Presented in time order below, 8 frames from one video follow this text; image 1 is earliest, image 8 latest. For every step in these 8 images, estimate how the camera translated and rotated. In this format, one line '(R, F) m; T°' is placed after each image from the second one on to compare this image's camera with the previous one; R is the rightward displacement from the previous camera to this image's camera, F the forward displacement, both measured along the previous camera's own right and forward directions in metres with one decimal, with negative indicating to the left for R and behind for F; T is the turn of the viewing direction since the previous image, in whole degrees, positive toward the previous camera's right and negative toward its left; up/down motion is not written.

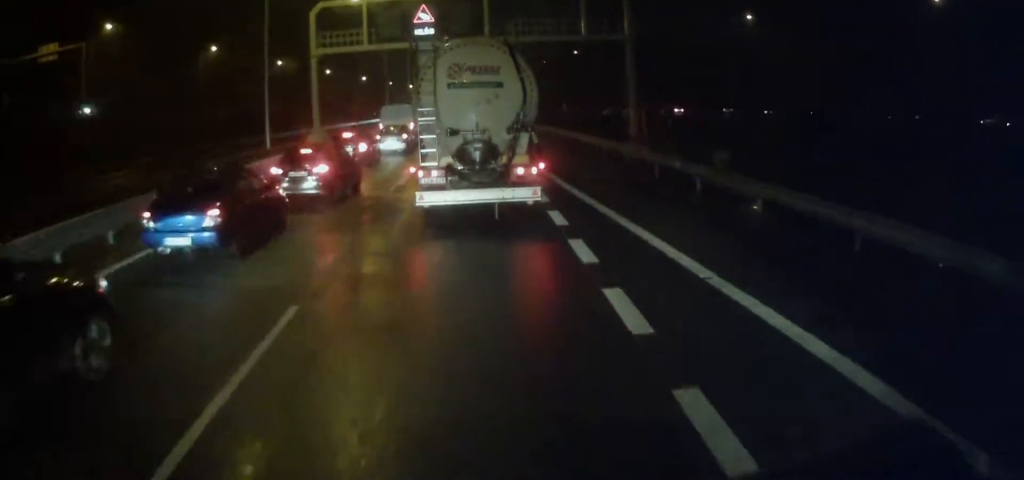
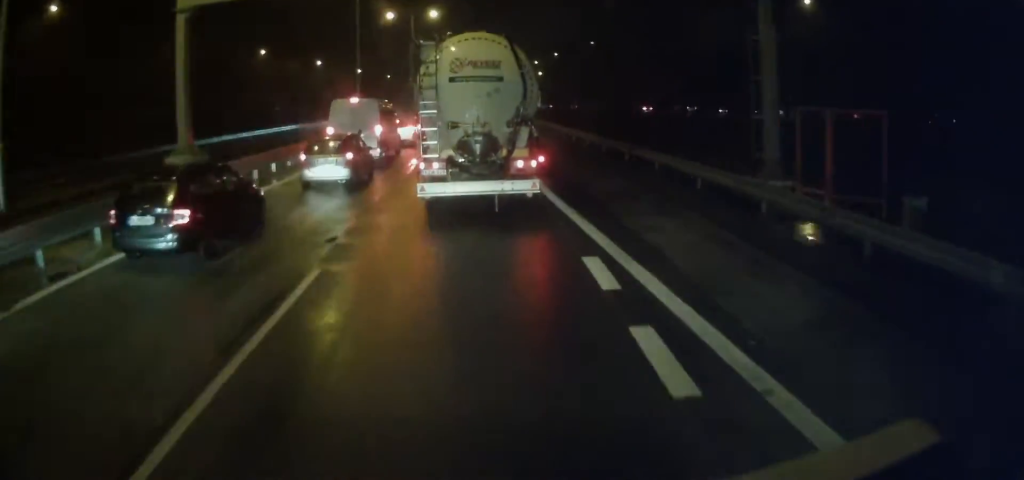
(+0.1, +14.9) m; 0°
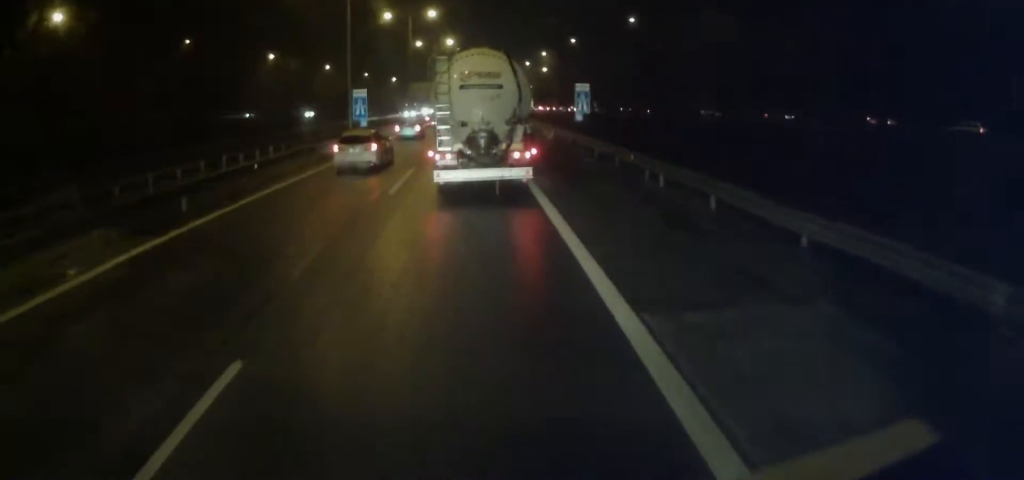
(-0.3, +39.2) m; +1°
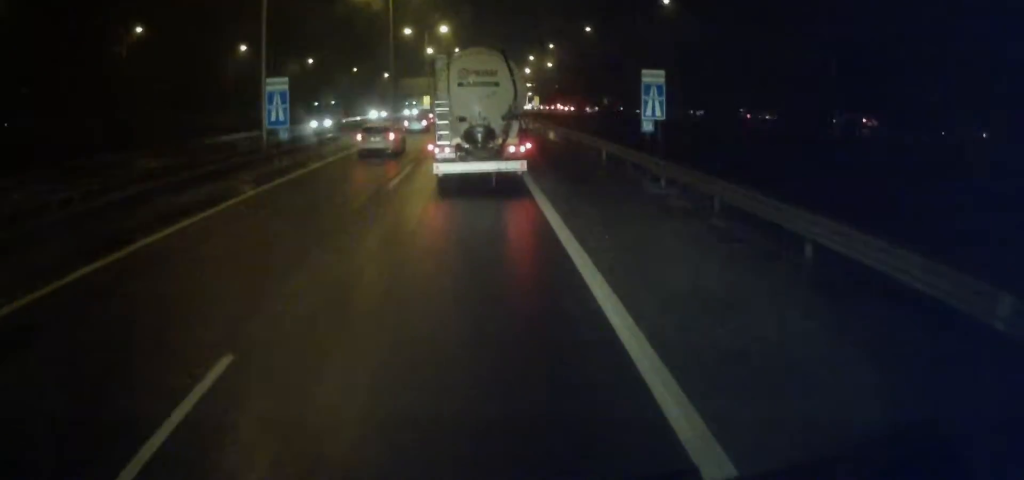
(+0.4, +17.8) m; 0°
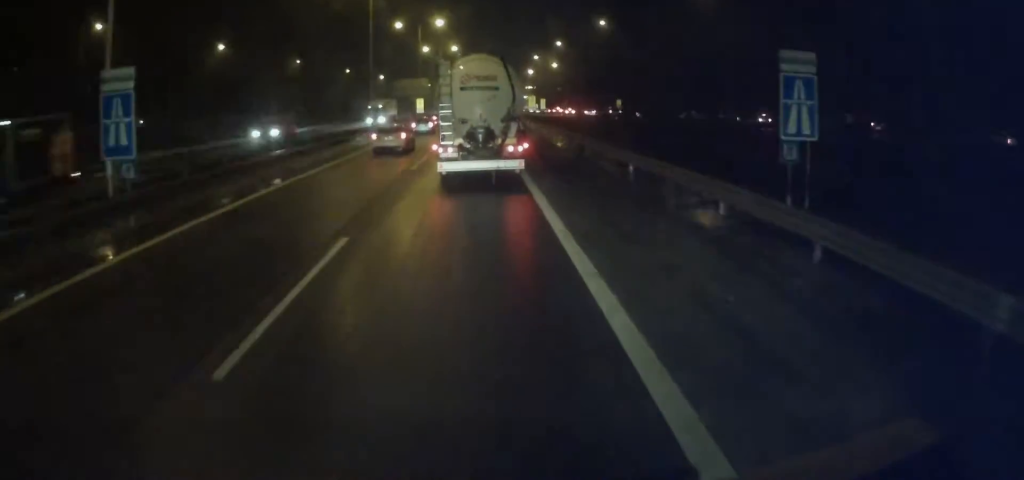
(+0.1, +11.9) m; 0°
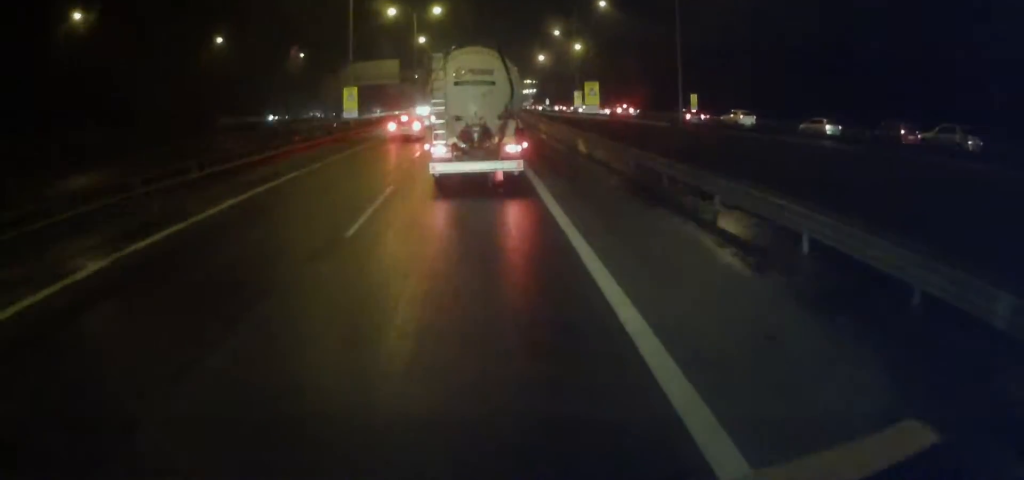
(-0.4, +45.1) m; 0°
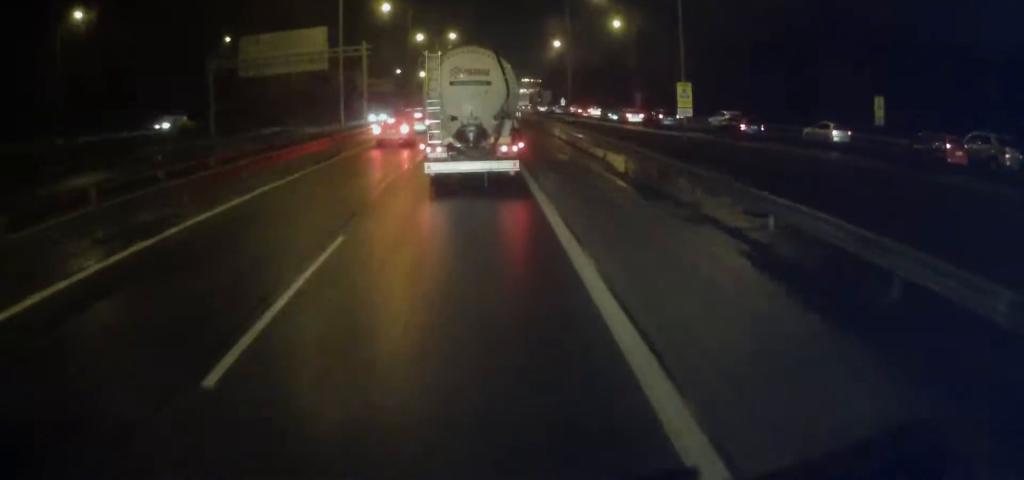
(+0.6, +46.4) m; +2°
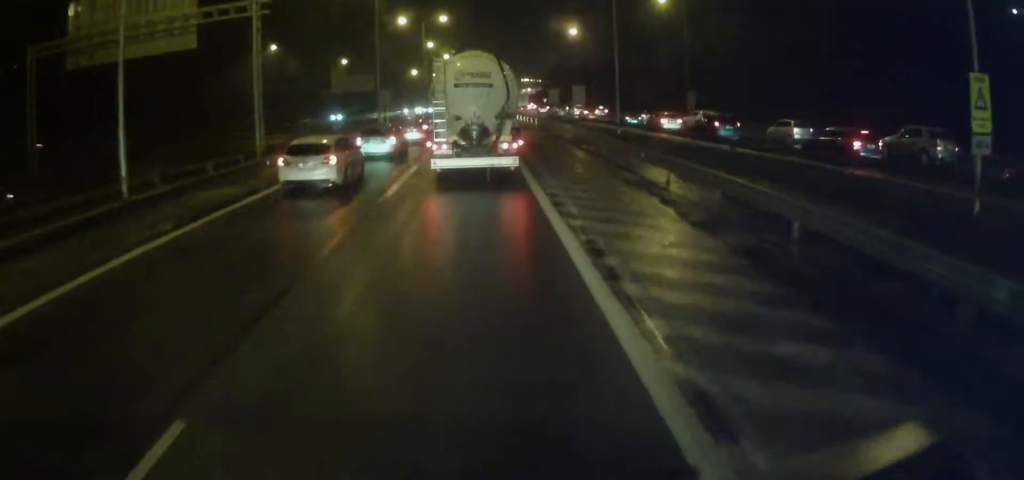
(+0.2, +29.3) m; 0°
